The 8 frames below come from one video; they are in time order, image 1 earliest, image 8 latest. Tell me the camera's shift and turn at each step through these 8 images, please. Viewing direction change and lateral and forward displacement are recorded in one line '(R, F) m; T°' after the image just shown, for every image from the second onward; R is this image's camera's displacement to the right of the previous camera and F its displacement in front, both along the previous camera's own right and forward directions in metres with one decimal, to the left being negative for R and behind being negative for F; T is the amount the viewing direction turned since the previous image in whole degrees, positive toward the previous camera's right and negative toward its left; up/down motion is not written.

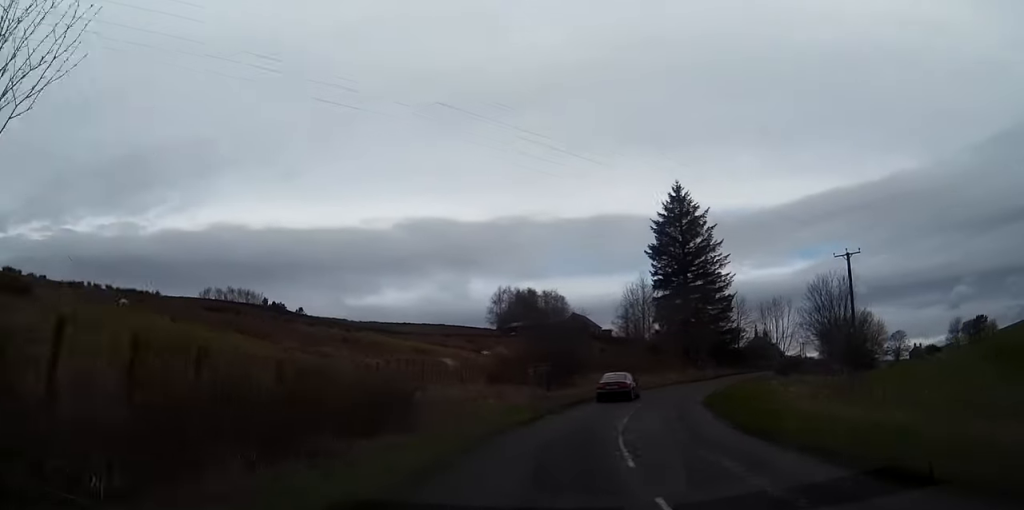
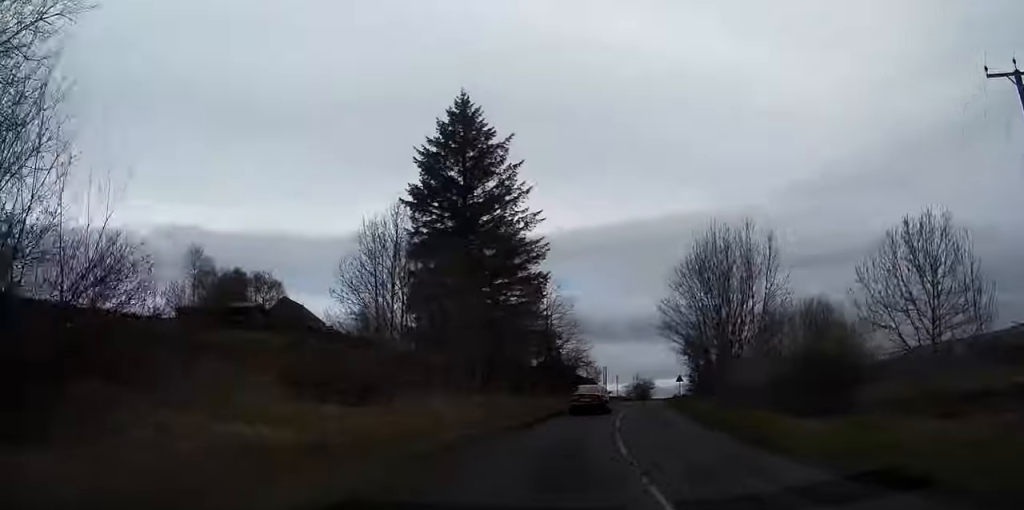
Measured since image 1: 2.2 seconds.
(+6.4, +44.0) m; +19°
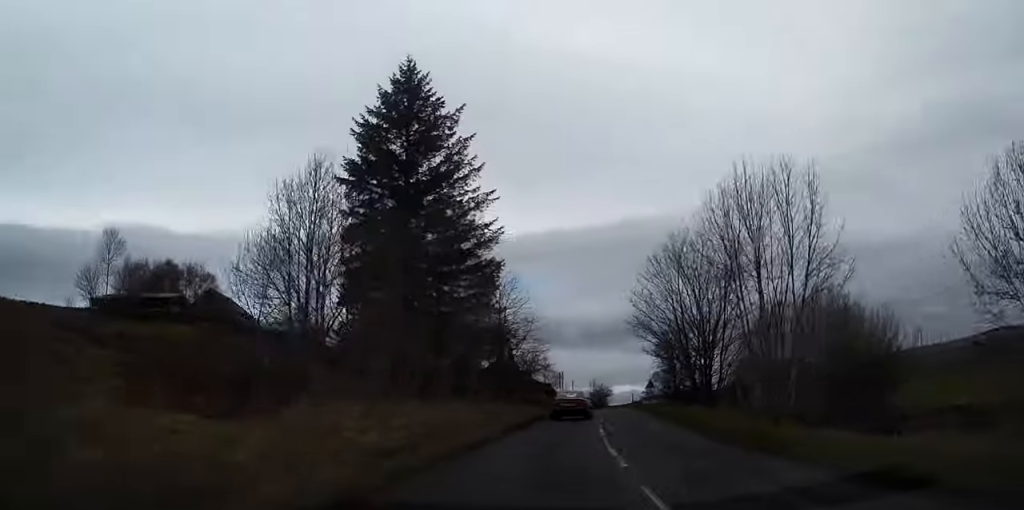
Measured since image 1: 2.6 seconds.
(+0.4, +8.9) m; +3°
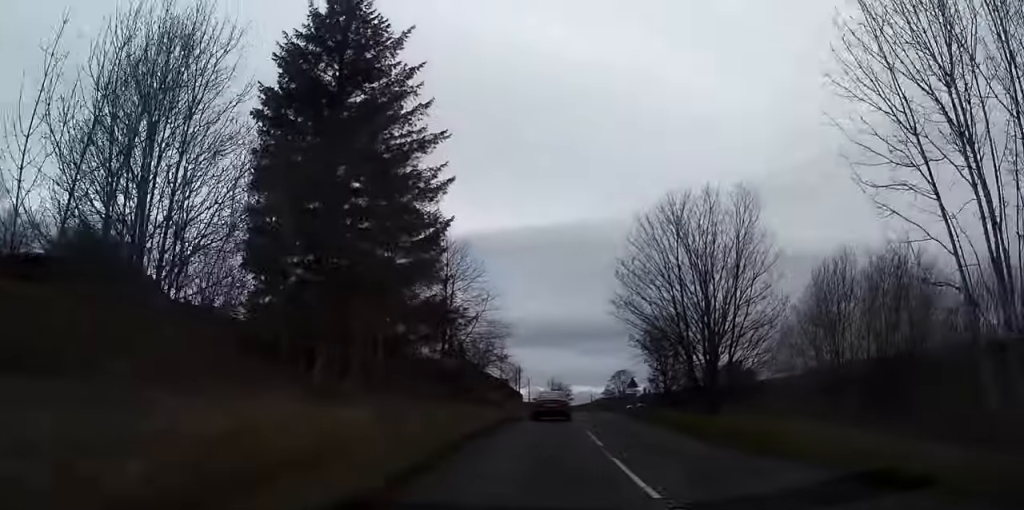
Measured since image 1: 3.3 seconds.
(+0.6, +13.0) m; +4°
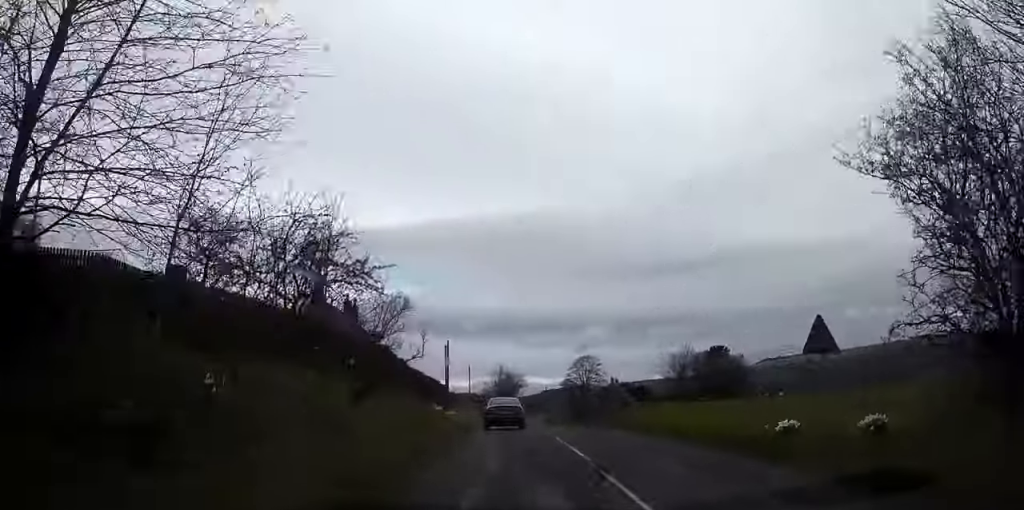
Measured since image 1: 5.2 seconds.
(+2.3, +40.1) m; +5°
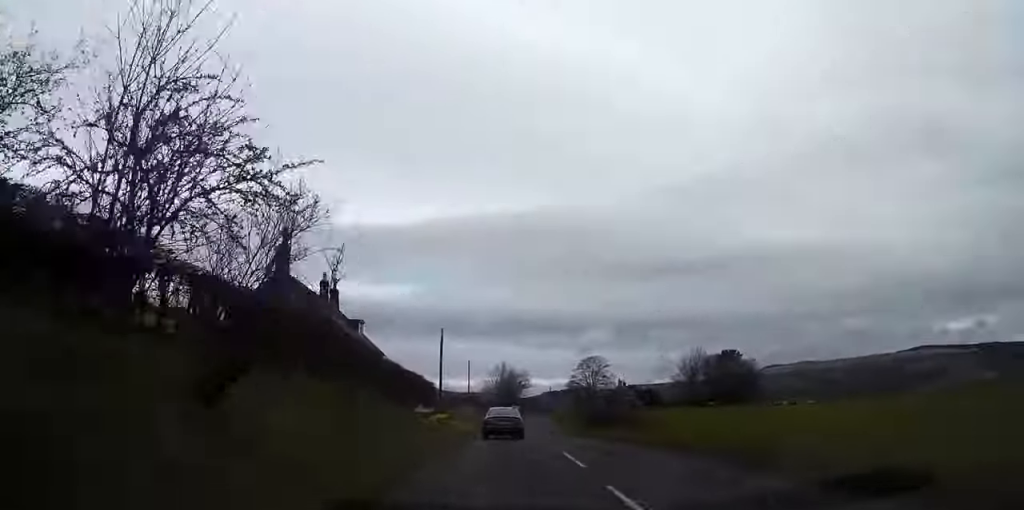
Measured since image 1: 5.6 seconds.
(+0.1, +9.2) m; 0°
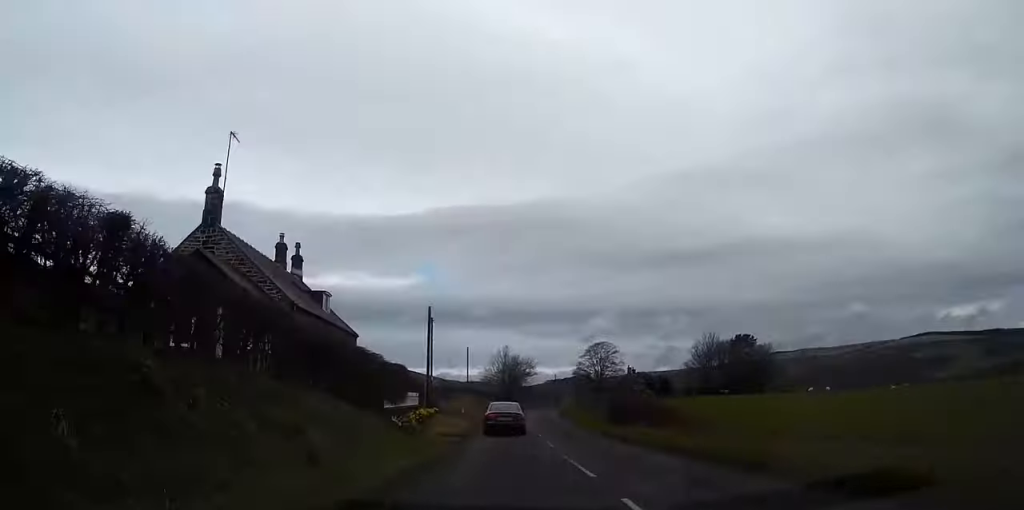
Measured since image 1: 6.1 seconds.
(0.0, +10.6) m; 0°
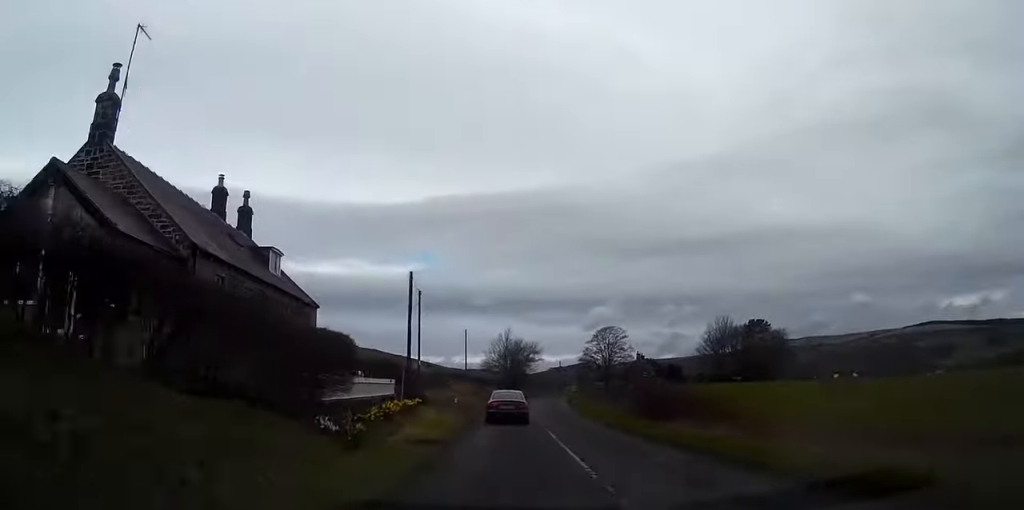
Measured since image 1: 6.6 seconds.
(0.0, +9.8) m; 0°
